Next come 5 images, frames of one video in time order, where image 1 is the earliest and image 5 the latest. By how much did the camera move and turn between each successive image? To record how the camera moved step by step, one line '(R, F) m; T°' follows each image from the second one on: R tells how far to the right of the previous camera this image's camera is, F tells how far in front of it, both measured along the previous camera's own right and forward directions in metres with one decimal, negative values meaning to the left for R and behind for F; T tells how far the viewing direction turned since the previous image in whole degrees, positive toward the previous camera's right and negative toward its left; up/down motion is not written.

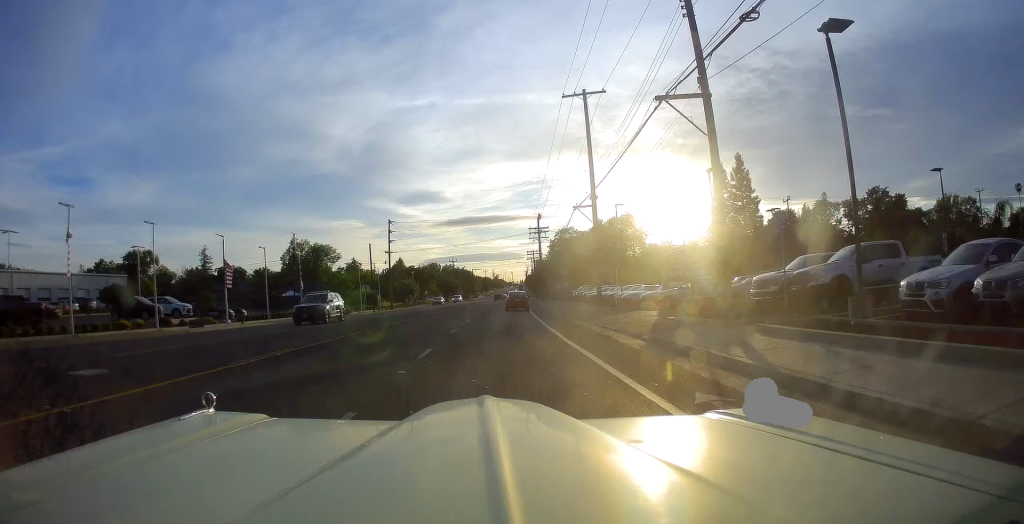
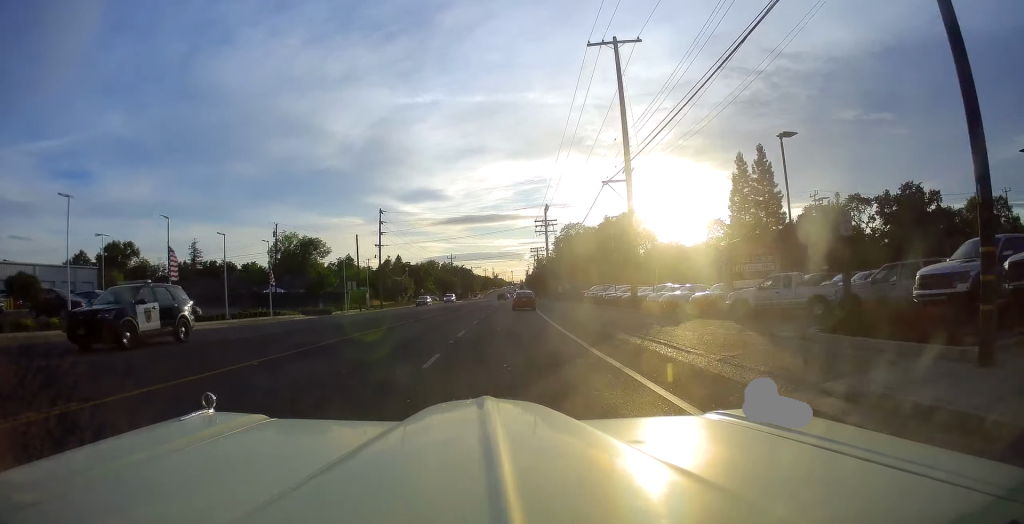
(0.0, +8.9) m; 0°
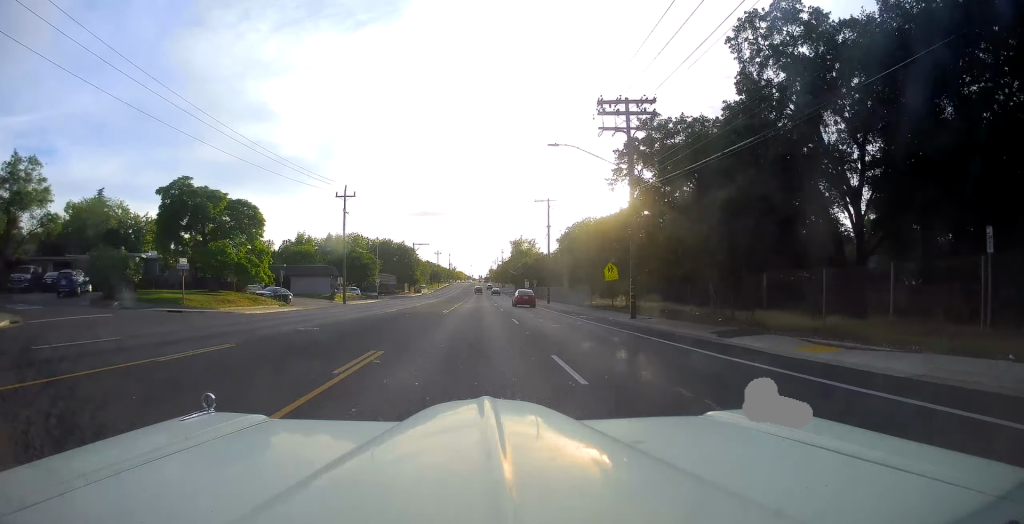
(+4.6, +98.6) m; +5°
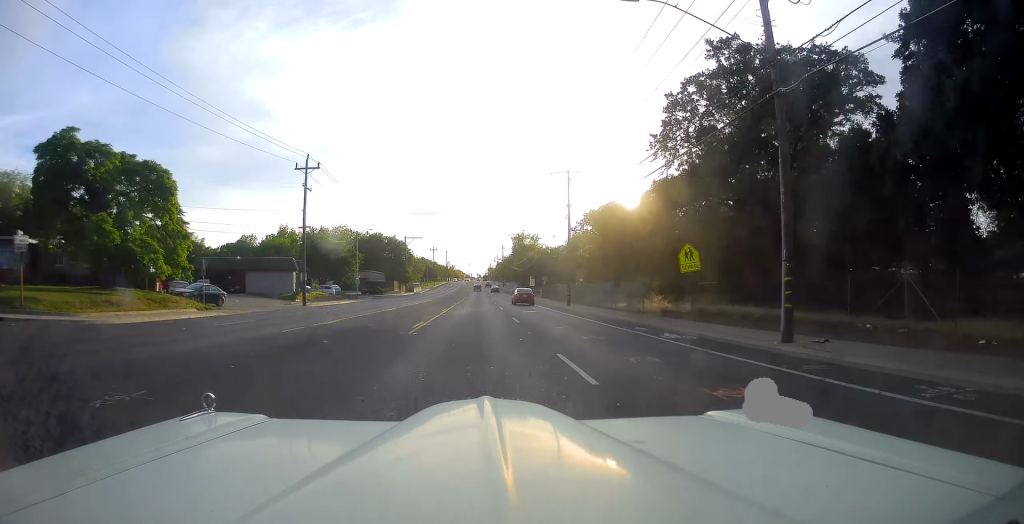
(+0.4, +15.2) m; 0°
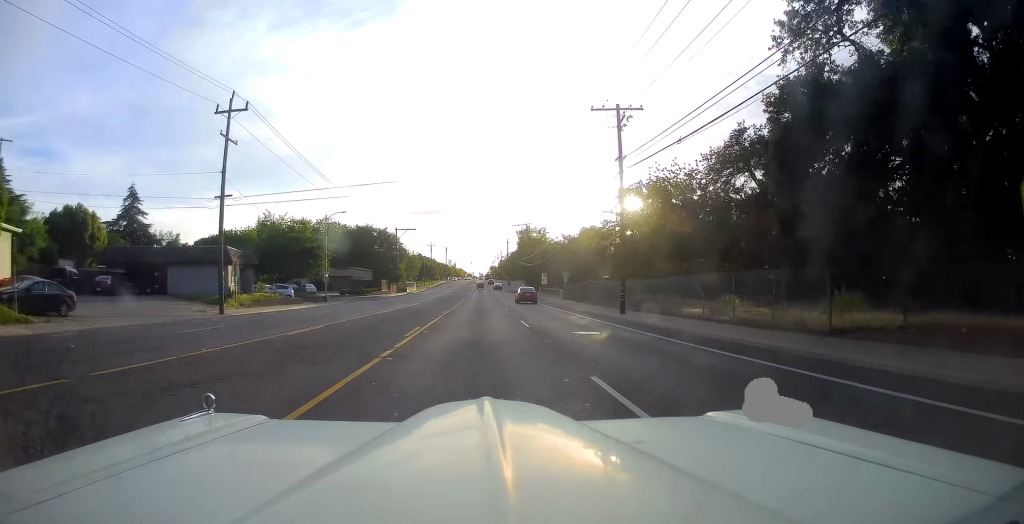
(-0.5, +17.9) m; 0°
